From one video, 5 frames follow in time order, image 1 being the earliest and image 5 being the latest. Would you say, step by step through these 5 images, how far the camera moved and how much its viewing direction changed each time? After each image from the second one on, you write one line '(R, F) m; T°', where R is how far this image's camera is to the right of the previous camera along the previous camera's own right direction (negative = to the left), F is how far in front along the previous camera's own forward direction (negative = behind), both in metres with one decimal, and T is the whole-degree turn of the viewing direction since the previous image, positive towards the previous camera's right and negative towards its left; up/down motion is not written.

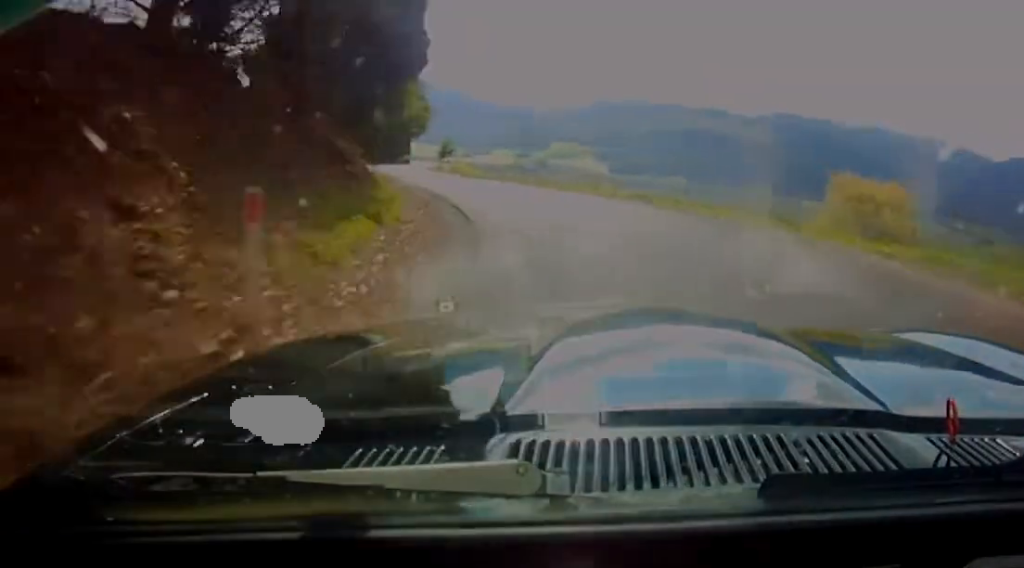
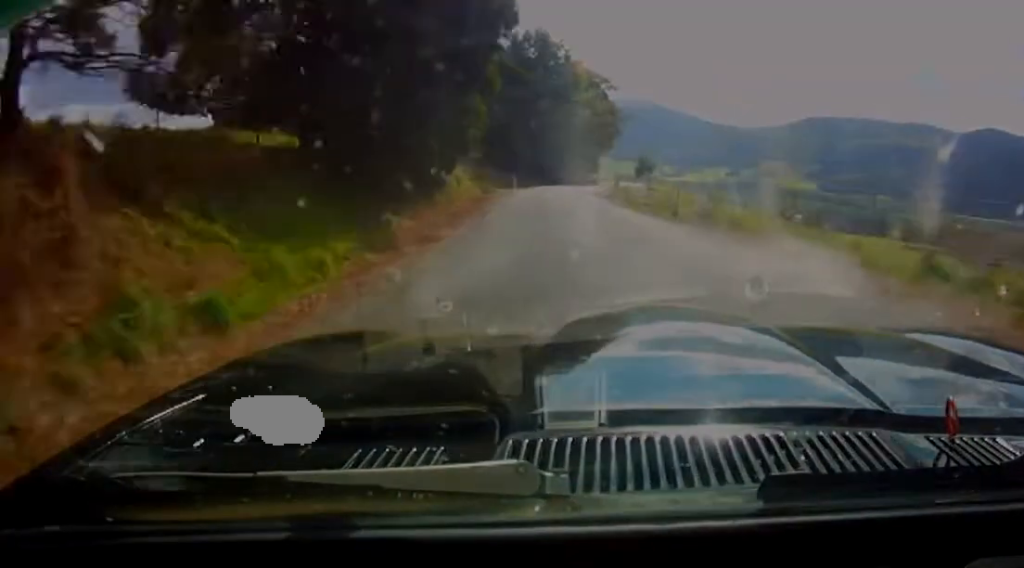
(+1.9, +22.3) m; +2°
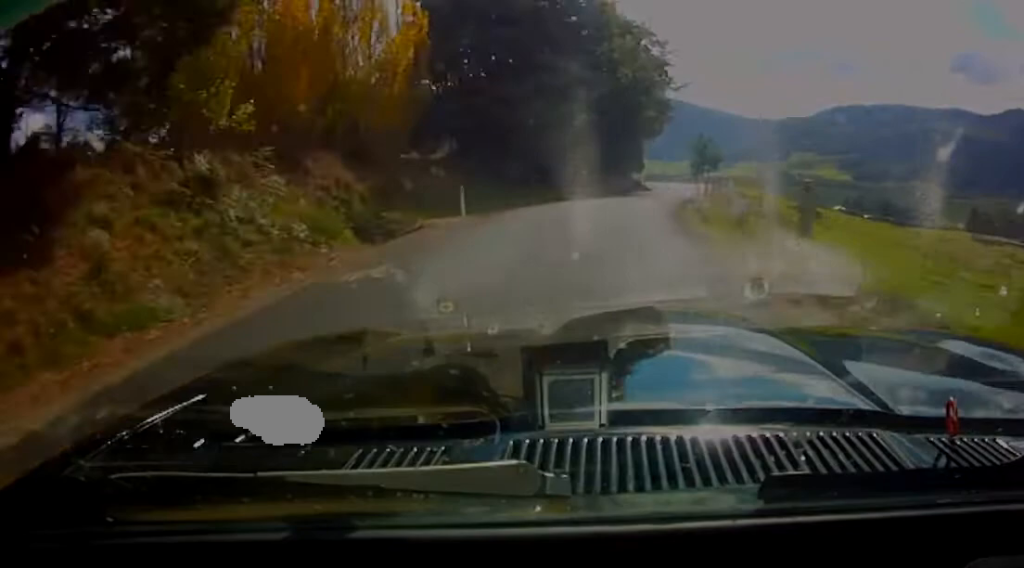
(-0.9, +31.8) m; 0°
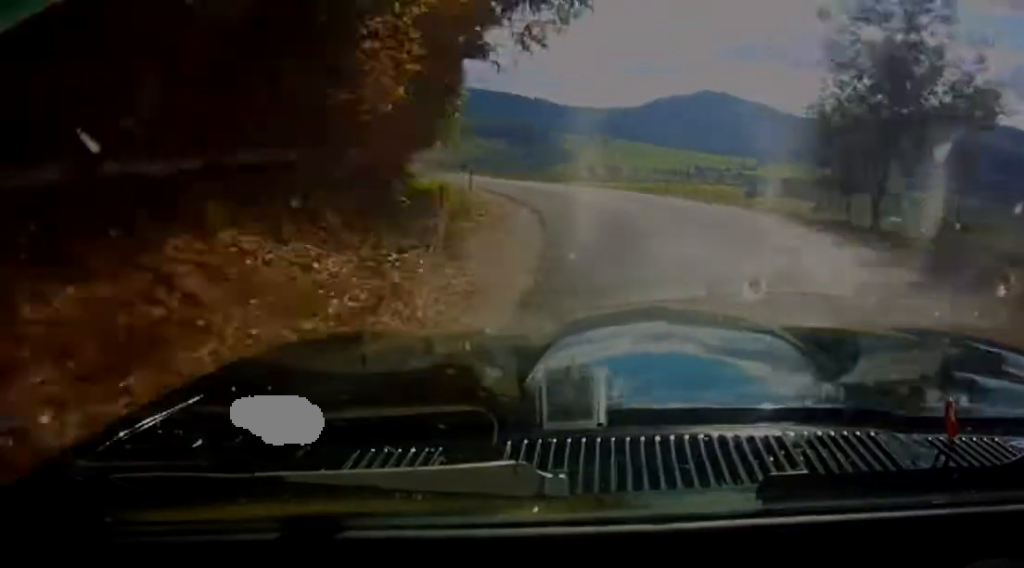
(+0.6, +64.8) m; -4°
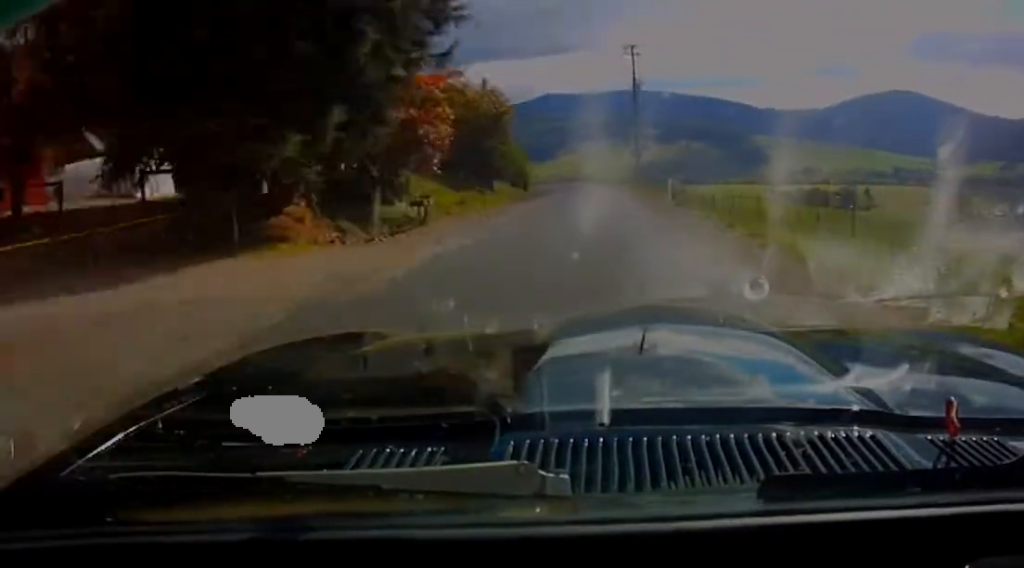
(-5.2, +46.7) m; -16°
